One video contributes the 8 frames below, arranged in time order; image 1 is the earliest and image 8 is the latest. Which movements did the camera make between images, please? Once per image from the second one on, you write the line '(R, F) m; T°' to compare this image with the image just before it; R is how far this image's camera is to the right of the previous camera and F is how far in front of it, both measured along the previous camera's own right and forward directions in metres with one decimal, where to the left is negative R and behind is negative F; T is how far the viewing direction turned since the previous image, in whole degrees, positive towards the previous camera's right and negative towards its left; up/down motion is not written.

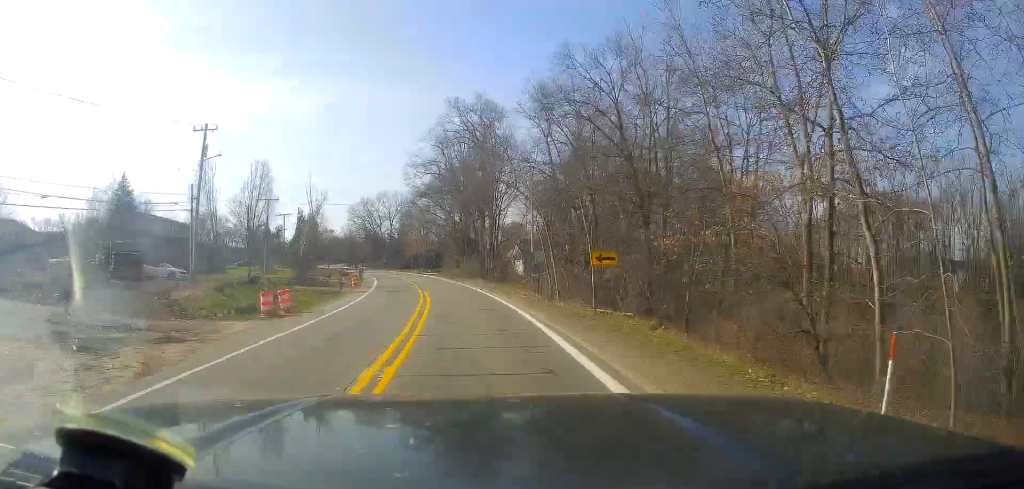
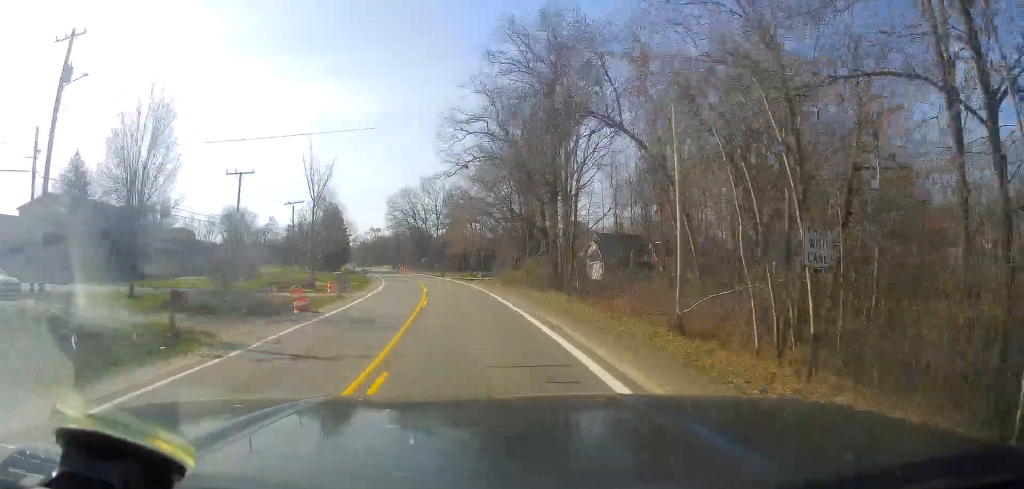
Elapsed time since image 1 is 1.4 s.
(-0.9, +25.7) m; -5°
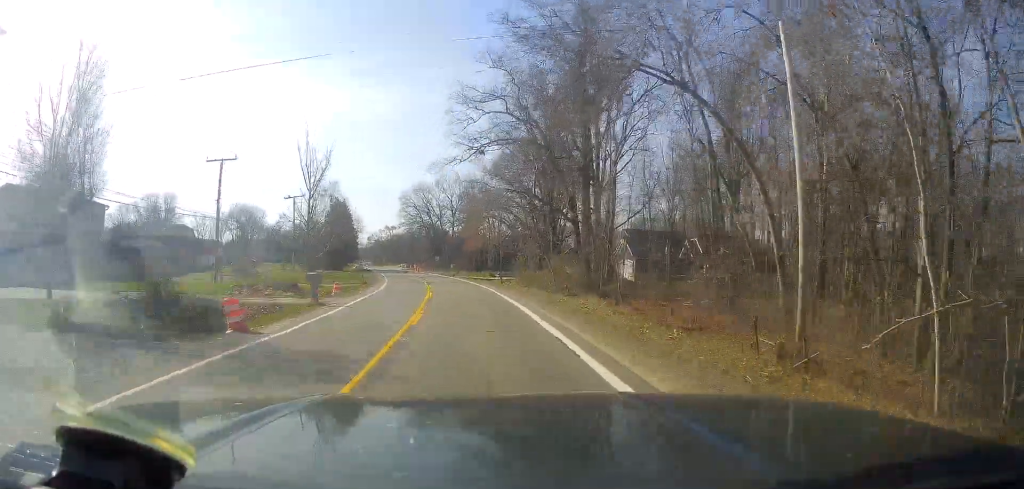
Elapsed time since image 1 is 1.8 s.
(-0.2, +7.9) m; -1°
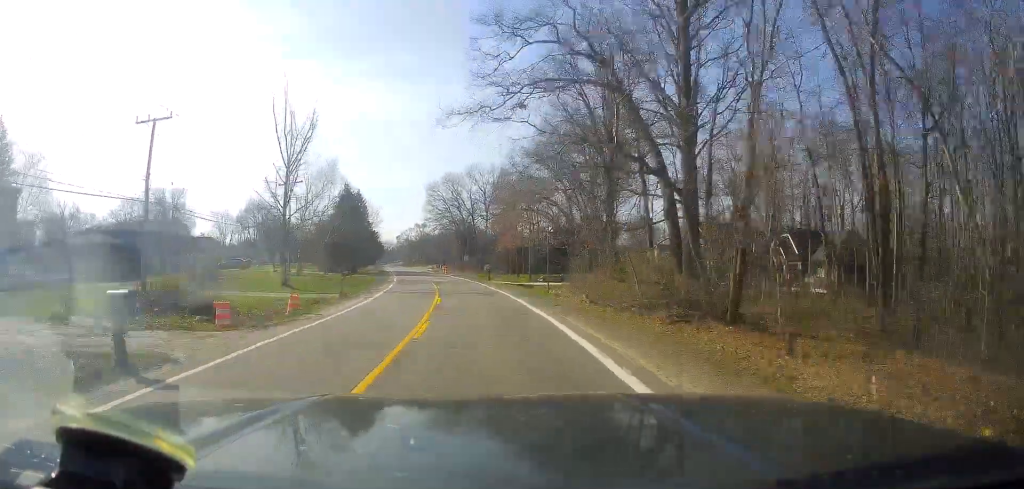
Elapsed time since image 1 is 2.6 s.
(-0.3, +15.8) m; -3°
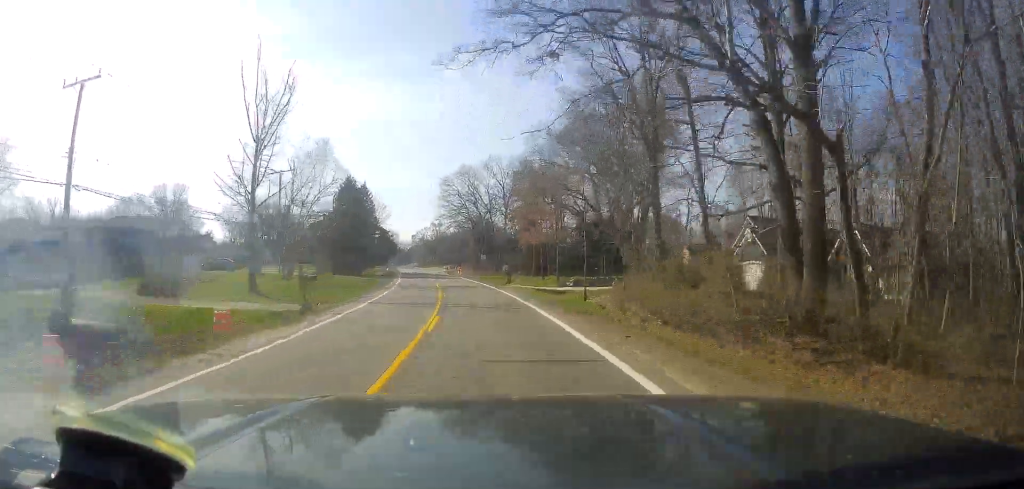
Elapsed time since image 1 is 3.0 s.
(-0.1, +9.2) m; -3°
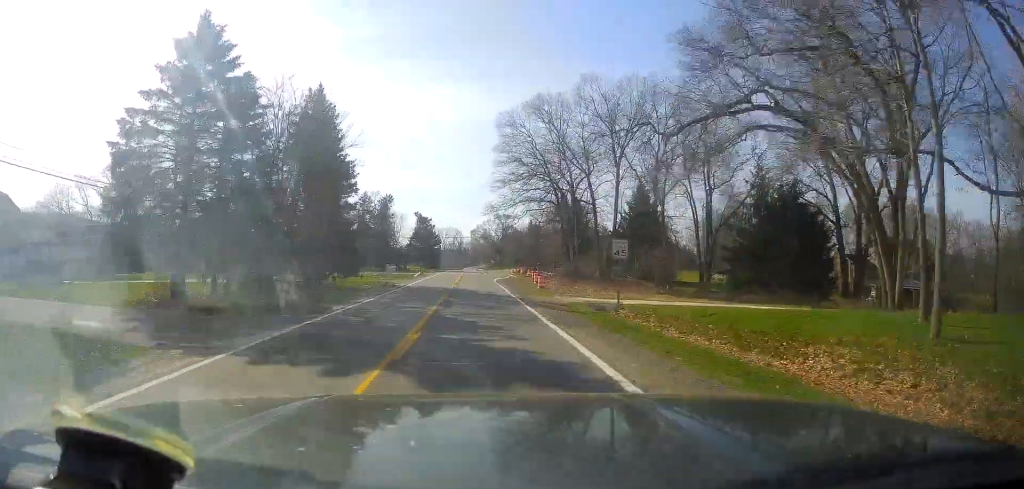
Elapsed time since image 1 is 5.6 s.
(-3.2, +50.3) m; -6°
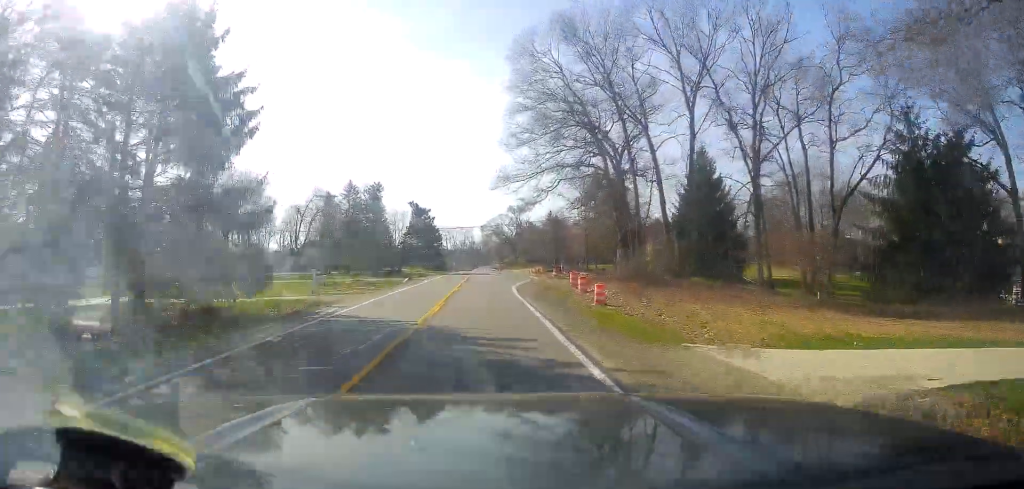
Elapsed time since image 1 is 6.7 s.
(-0.7, +21.4) m; -1°
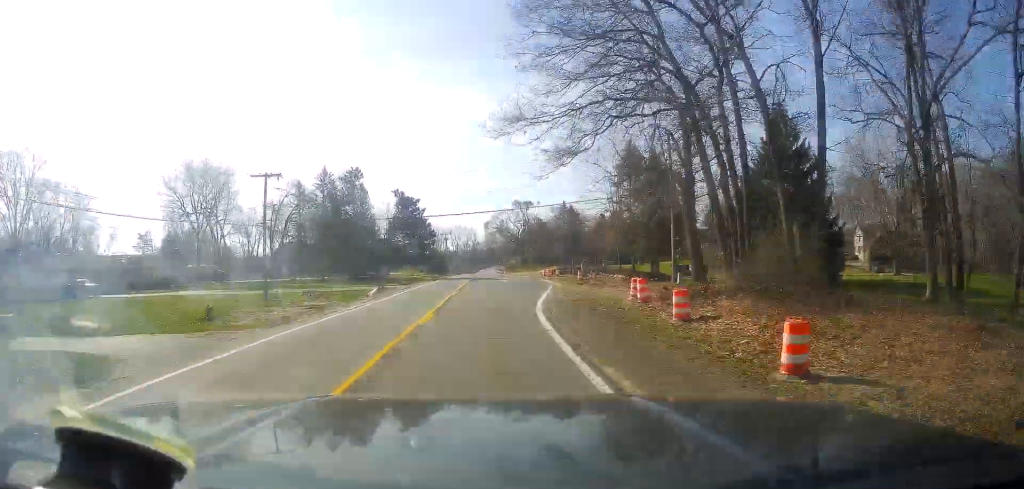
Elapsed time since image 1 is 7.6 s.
(+0.1, +17.7) m; 0°
